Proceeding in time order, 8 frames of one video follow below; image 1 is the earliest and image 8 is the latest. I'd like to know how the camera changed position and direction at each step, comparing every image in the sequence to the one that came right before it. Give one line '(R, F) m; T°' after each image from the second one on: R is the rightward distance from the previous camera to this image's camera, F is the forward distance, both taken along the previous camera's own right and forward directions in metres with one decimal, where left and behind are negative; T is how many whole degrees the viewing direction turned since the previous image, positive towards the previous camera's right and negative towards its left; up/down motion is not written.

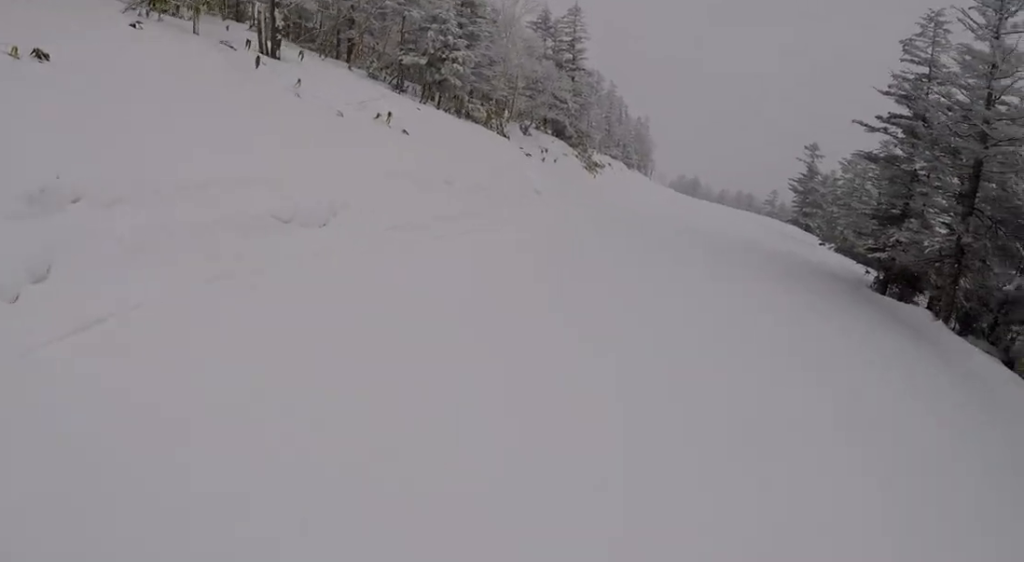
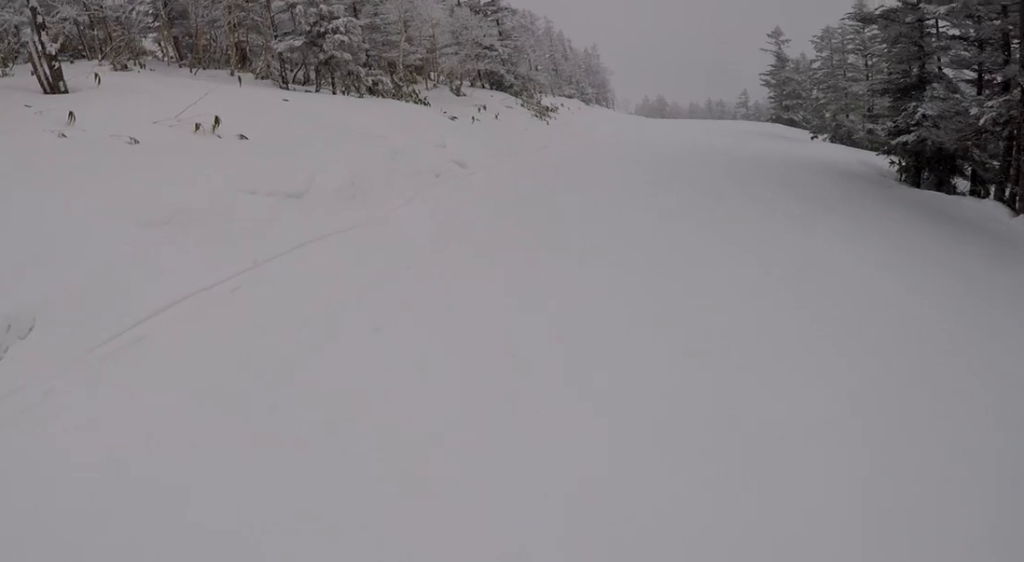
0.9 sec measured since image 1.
(+0.3, +3.5) m; +8°
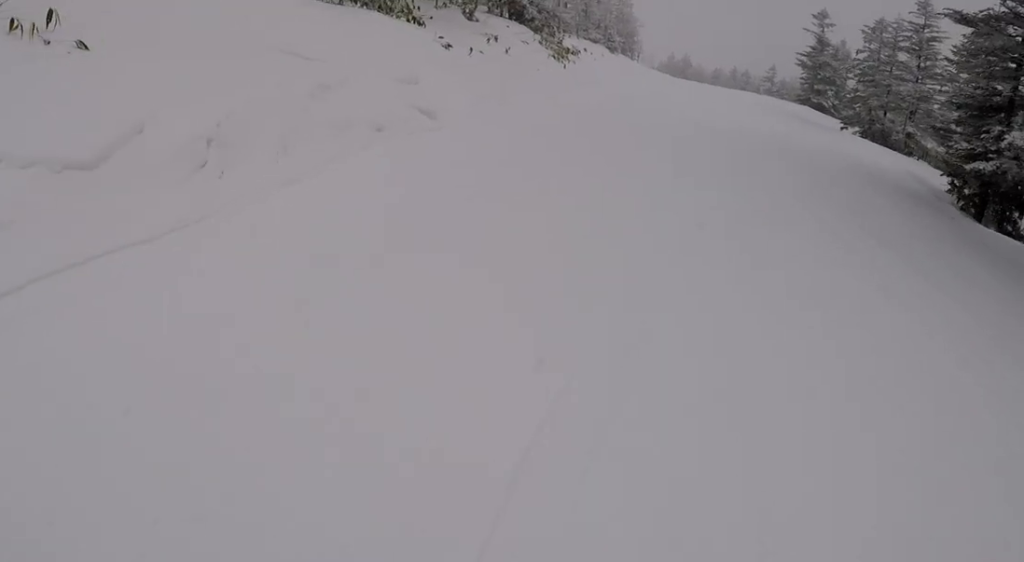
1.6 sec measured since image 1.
(+0.6, +3.4) m; +2°
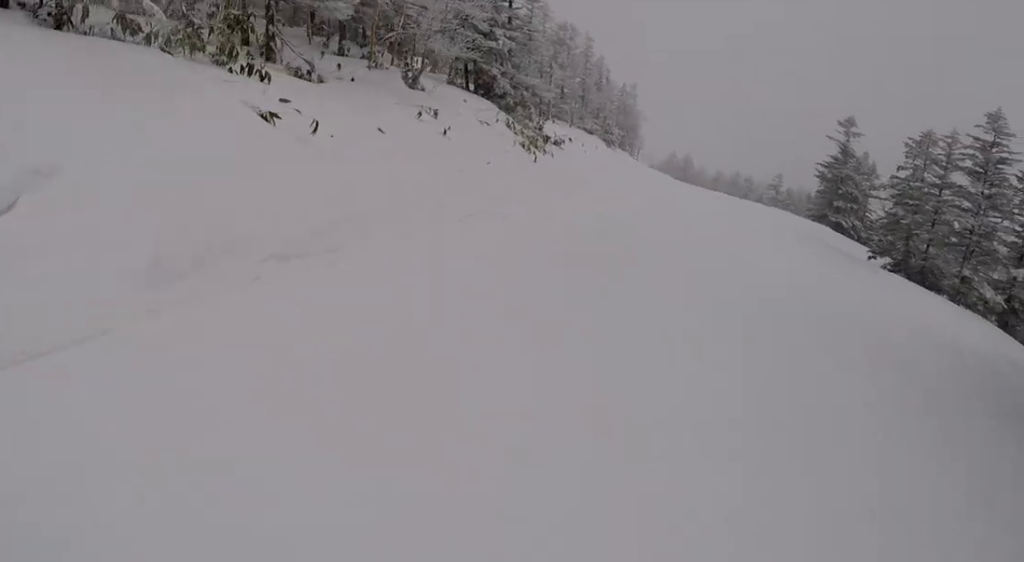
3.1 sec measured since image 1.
(-2.1, +7.3) m; -16°
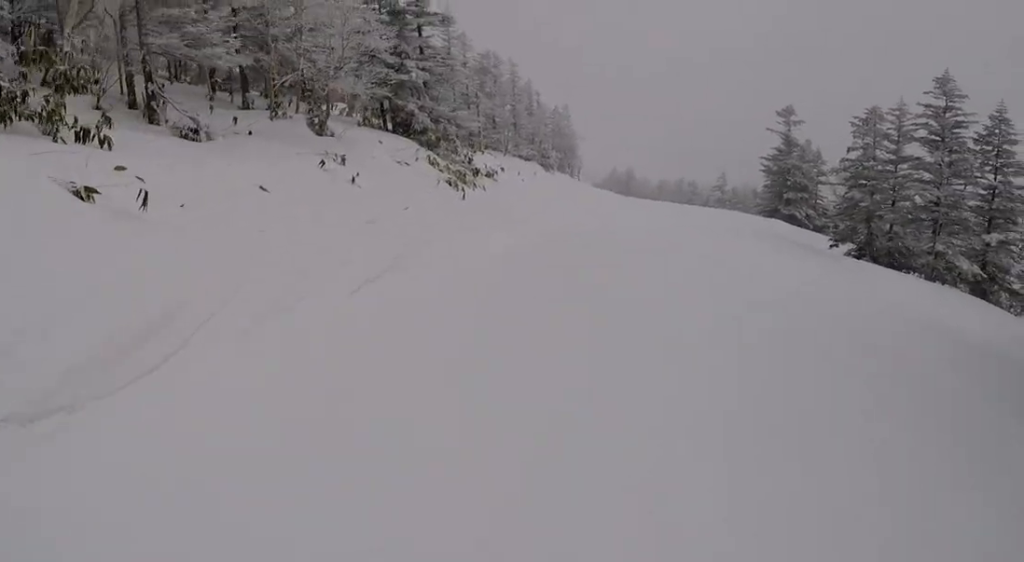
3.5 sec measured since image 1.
(-0.1, +2.1) m; +2°
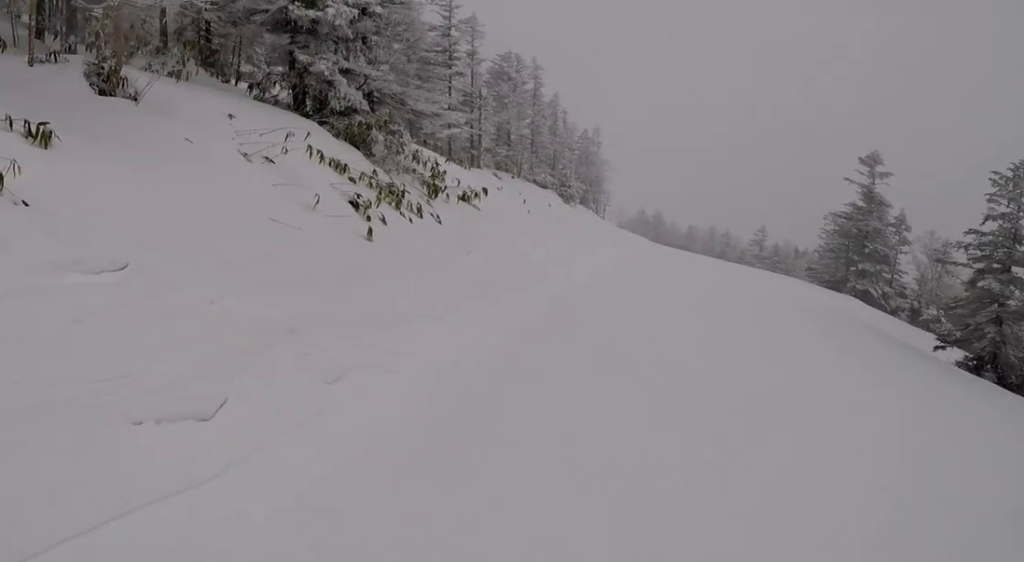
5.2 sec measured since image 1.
(+2.1, +10.0) m; +8°
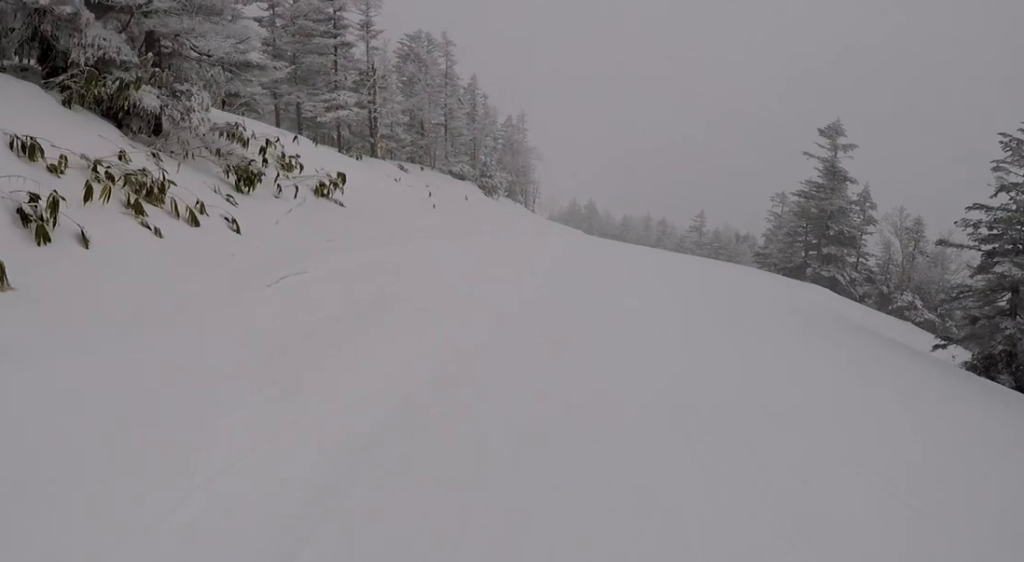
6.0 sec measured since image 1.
(-0.3, +5.3) m; -1°
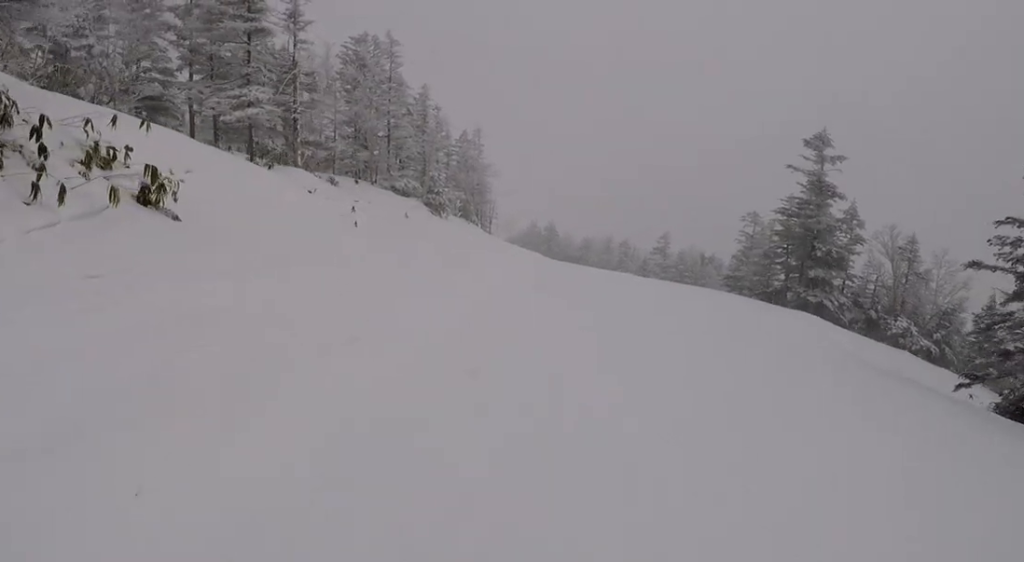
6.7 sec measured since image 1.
(0.0, +4.0) m; +1°
